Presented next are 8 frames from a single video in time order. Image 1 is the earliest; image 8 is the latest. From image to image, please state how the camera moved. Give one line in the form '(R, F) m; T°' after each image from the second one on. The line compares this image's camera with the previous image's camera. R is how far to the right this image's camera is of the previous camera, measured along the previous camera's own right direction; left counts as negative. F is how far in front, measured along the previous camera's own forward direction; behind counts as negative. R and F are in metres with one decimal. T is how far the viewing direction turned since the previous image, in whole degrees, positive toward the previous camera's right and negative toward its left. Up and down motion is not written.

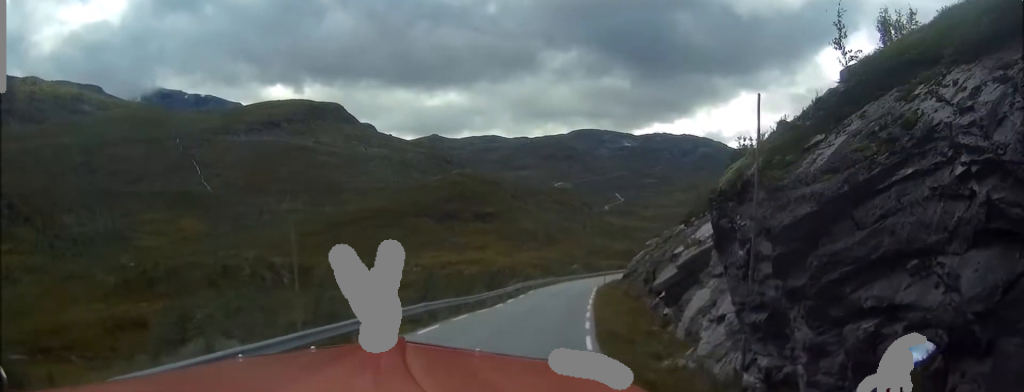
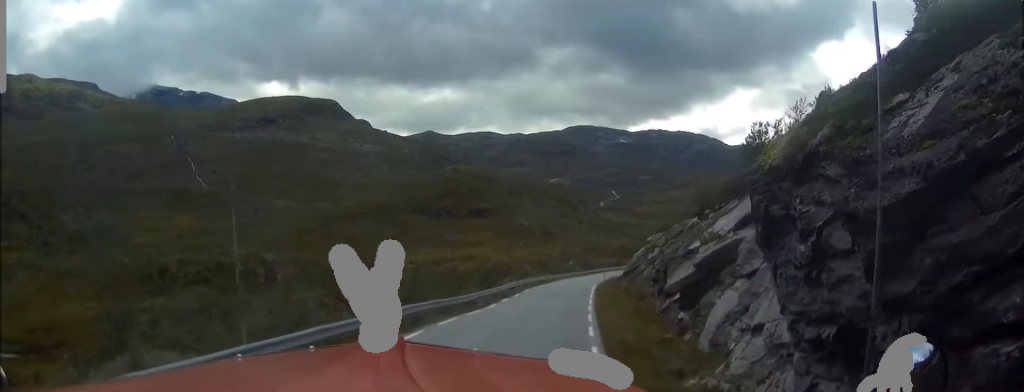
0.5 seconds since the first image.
(0.0, +3.0) m; +2°
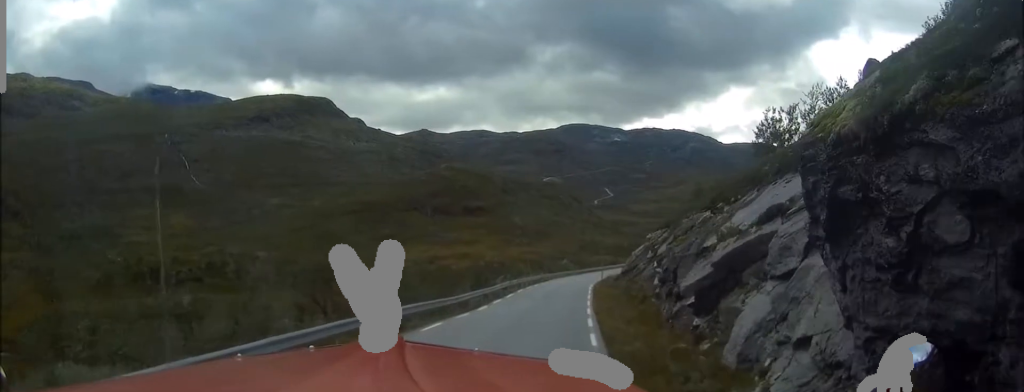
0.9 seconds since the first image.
(+0.1, +2.6) m; +2°
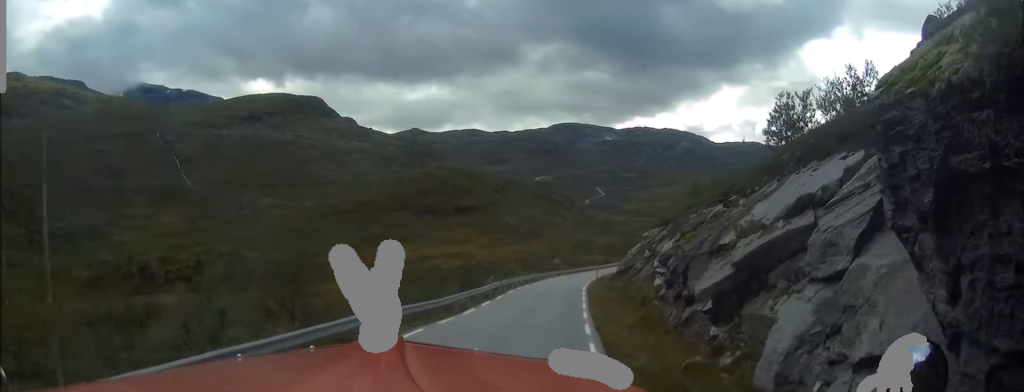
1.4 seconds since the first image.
(+0.1, +2.6) m; +2°
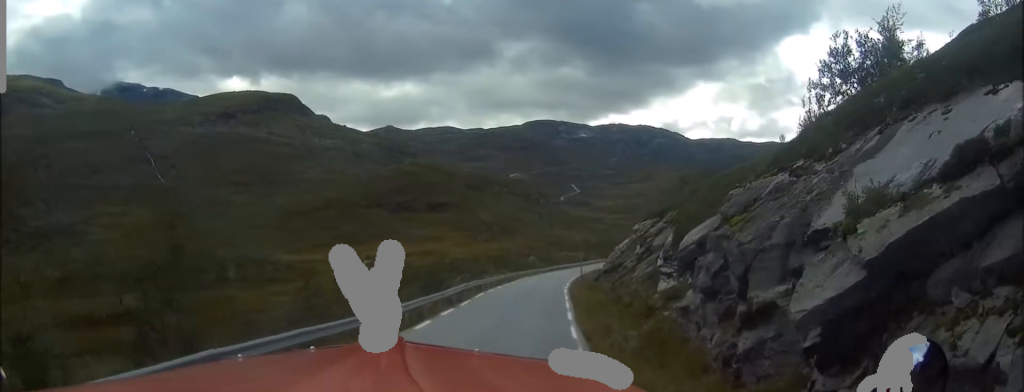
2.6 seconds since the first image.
(+0.1, +7.5) m; 0°
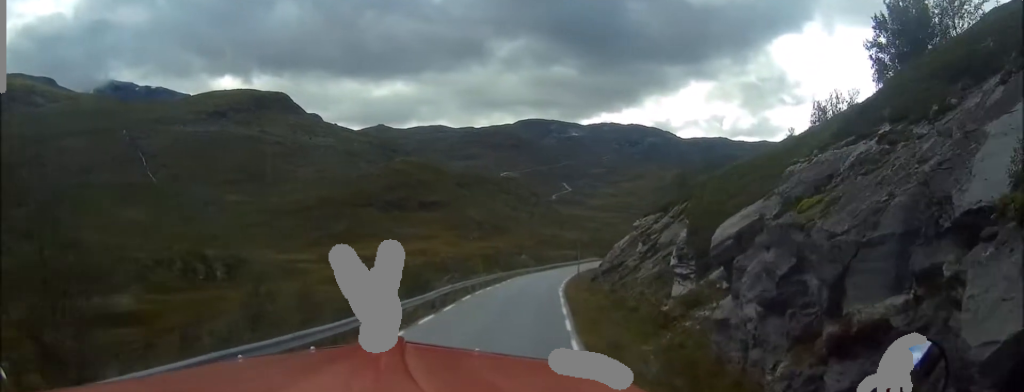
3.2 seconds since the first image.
(0.0, +4.3) m; 0°
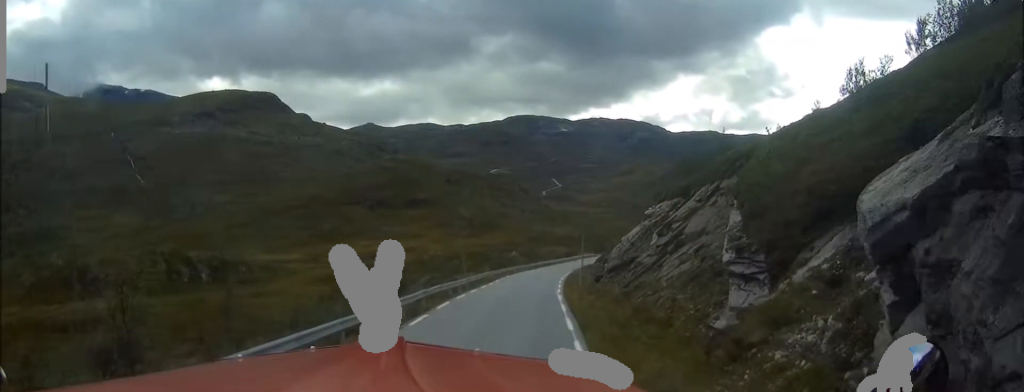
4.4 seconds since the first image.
(0.0, +7.6) m; +1°
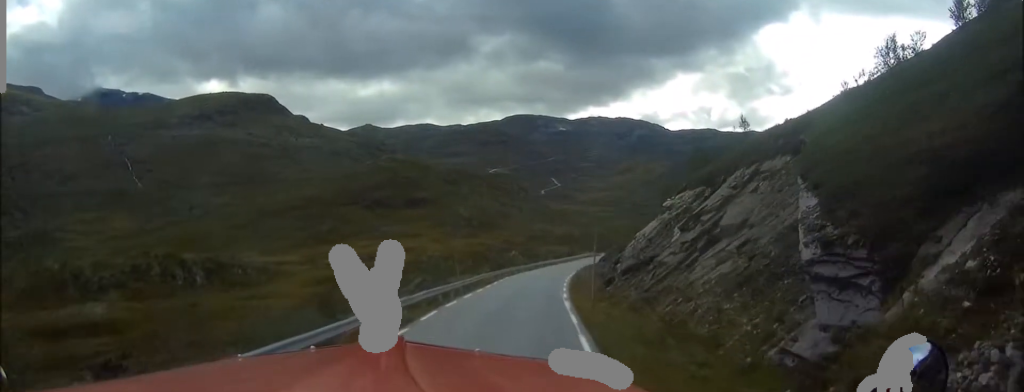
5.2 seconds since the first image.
(+0.1, +5.1) m; 0°
